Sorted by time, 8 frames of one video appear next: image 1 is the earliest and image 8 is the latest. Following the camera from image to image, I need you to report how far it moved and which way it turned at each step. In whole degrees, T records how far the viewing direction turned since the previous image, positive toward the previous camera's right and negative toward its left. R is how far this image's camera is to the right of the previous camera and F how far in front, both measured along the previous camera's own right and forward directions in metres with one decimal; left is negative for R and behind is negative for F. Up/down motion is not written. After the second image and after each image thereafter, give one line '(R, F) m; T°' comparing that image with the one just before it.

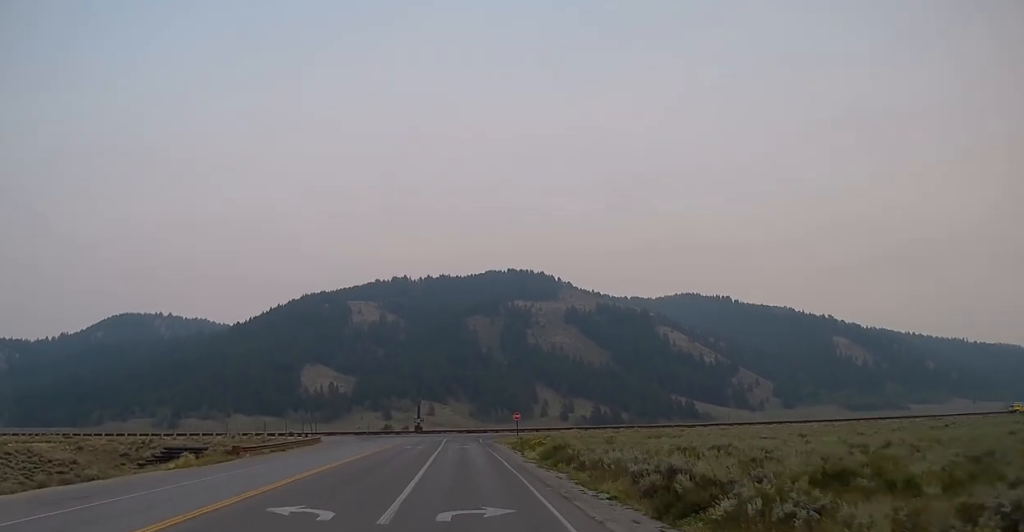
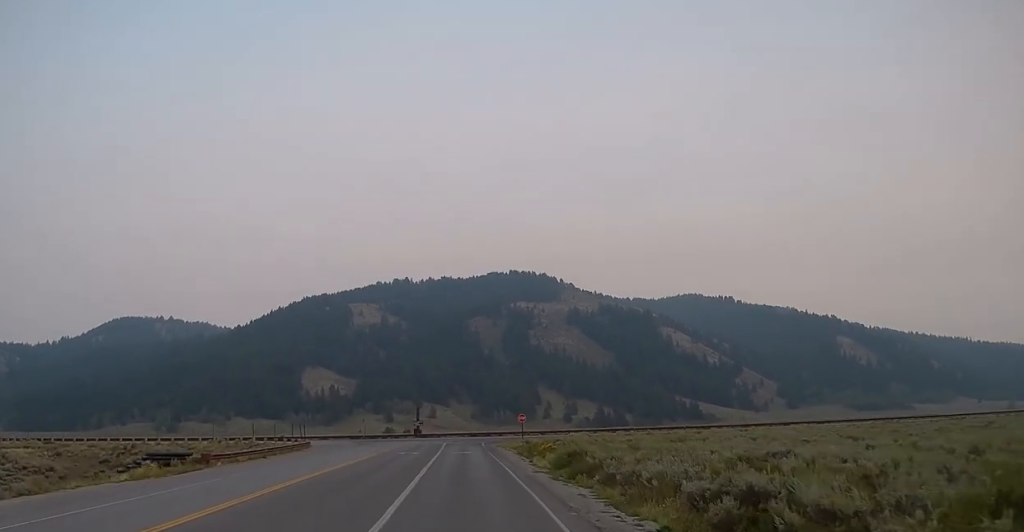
(-0.1, +5.6) m; -1°
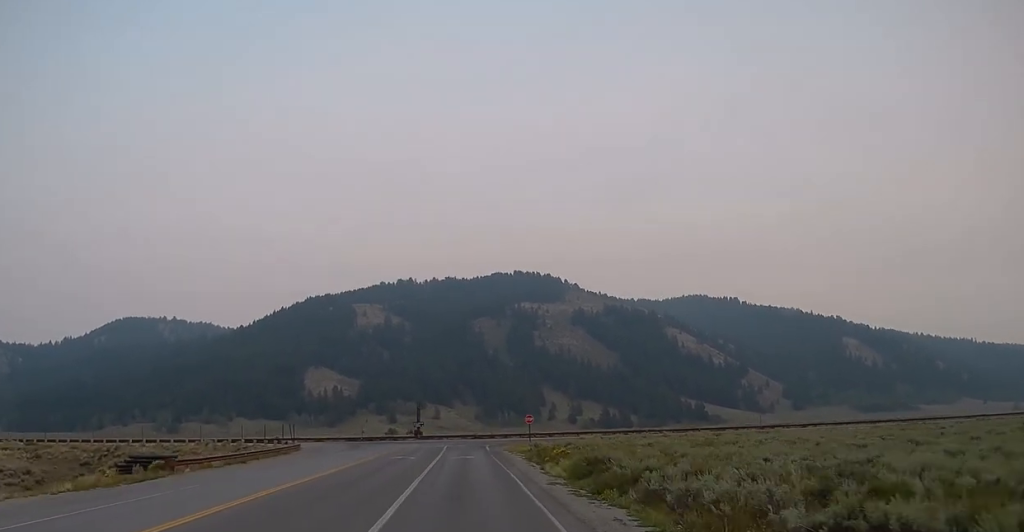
(0.0, +5.1) m; 0°
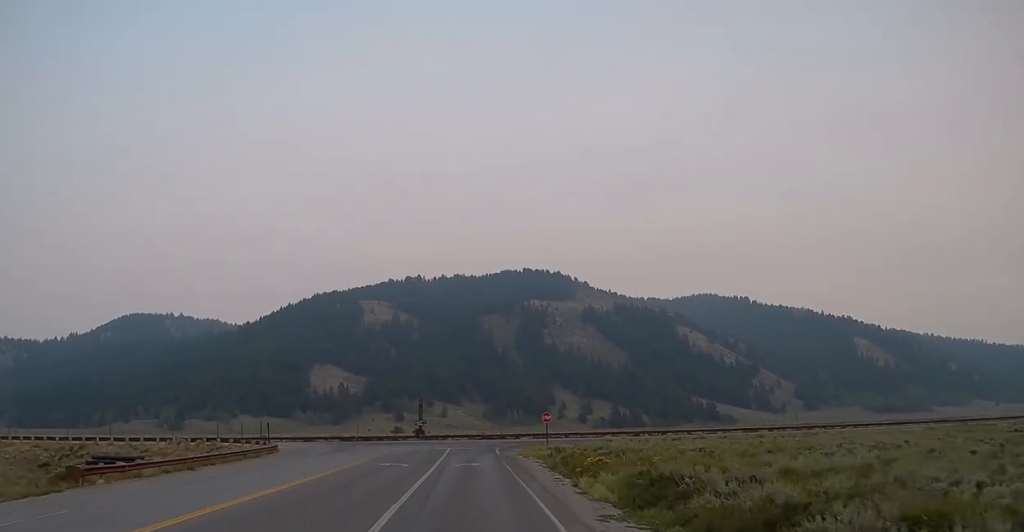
(0.0, +9.1) m; +1°
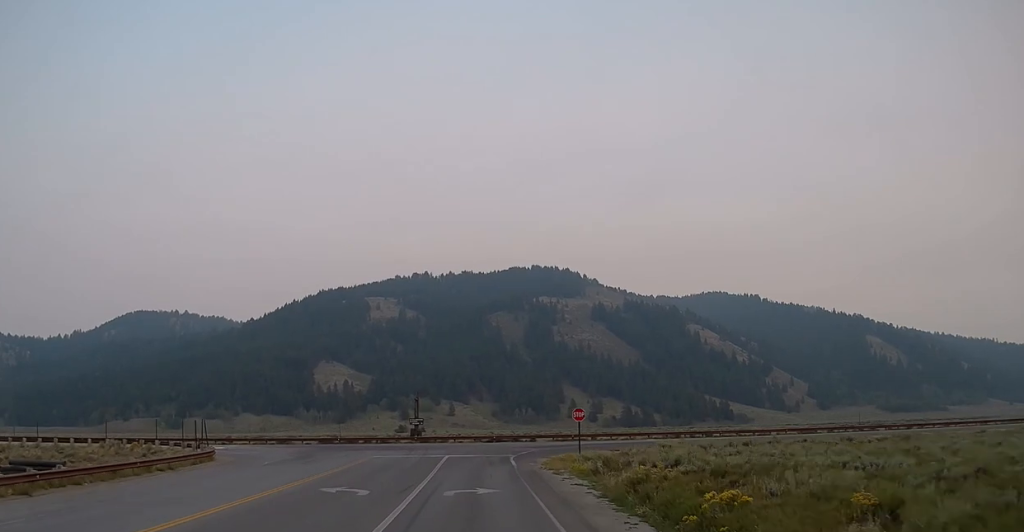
(-0.2, +13.9) m; -3°
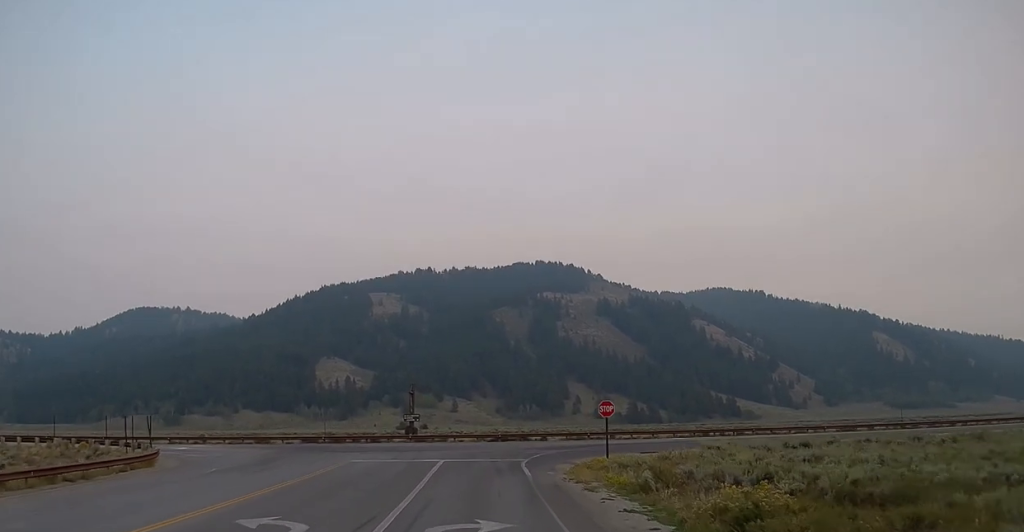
(-0.1, +8.0) m; 0°
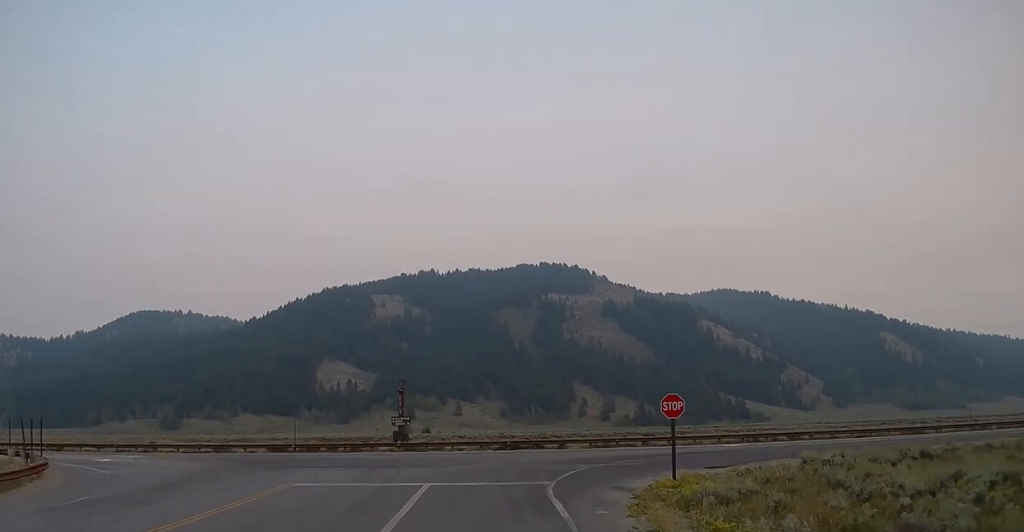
(+0.2, +10.4) m; -1°
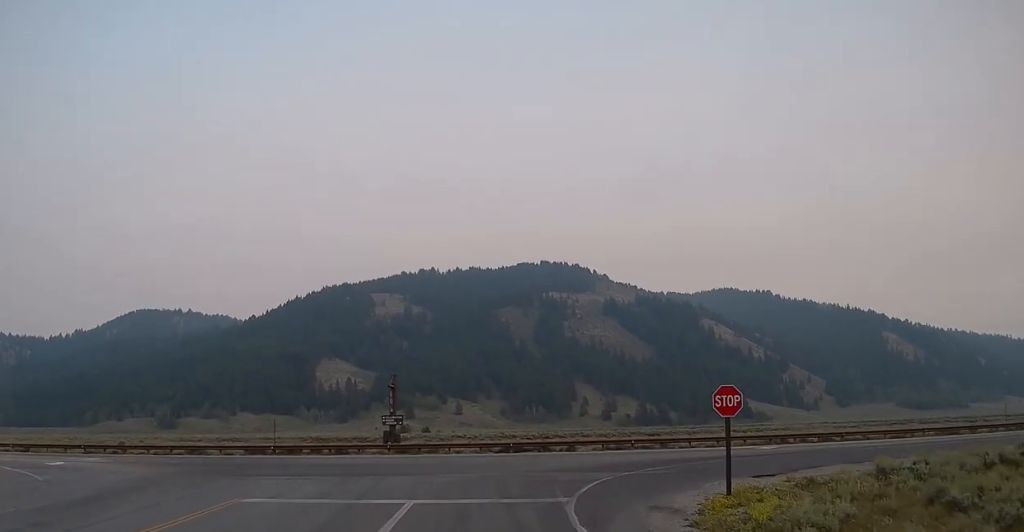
(-0.1, +4.5) m; -2°
